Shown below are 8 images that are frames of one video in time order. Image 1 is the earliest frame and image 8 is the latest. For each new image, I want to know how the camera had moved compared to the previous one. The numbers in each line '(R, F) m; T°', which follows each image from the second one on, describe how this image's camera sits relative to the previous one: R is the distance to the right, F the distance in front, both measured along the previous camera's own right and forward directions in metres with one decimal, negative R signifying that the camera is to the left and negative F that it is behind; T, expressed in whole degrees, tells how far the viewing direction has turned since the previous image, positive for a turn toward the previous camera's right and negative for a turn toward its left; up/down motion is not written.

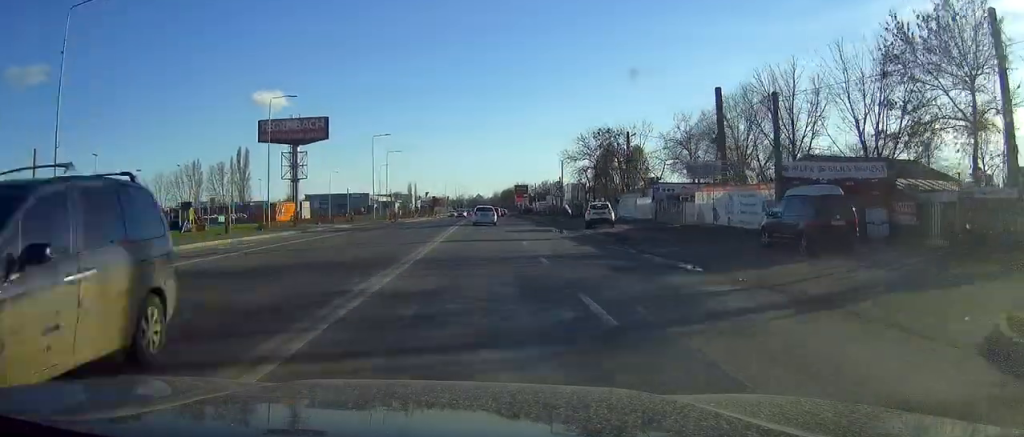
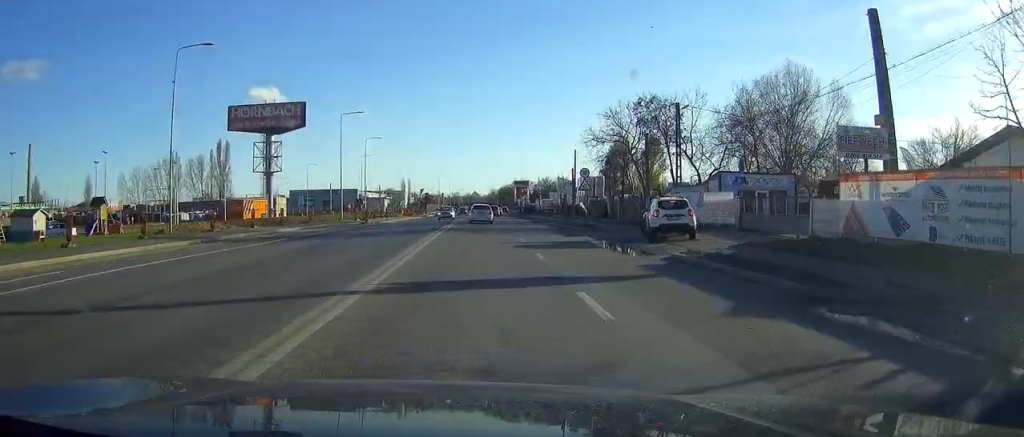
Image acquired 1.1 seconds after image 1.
(+0.1, +18.2) m; 0°
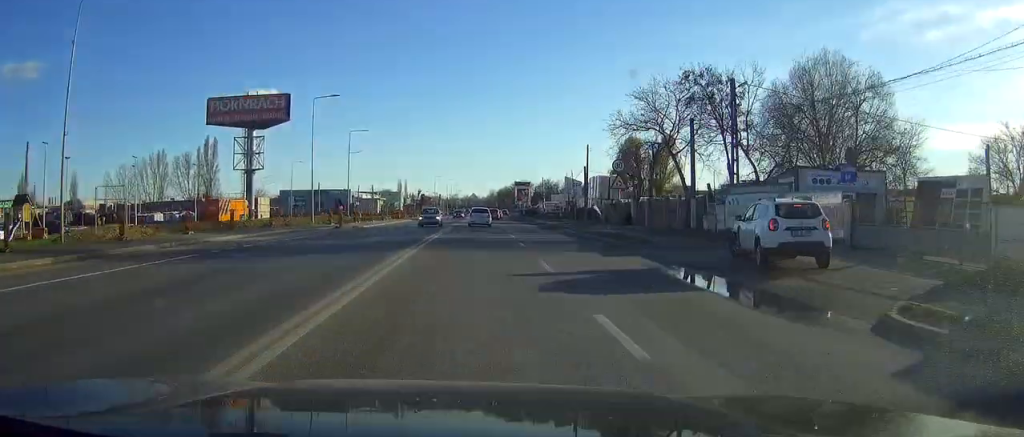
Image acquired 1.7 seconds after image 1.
(-0.1, +11.3) m; 0°
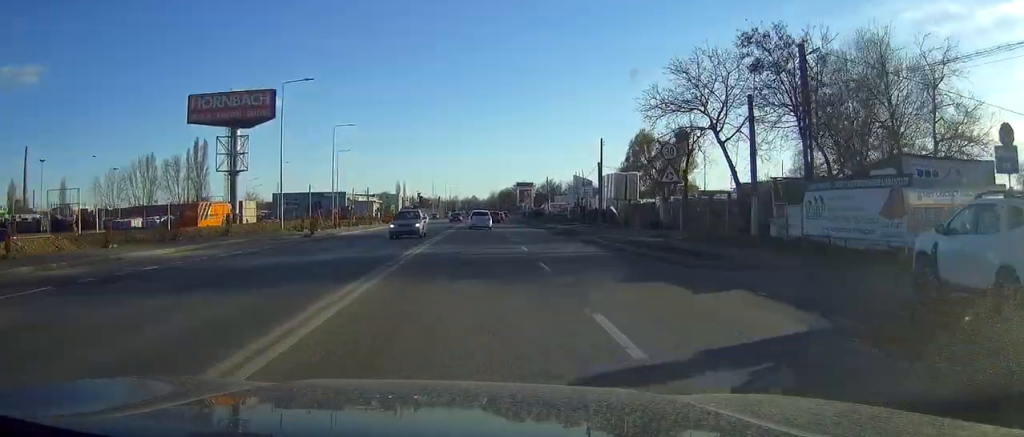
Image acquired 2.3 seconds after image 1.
(0.0, +9.0) m; 0°
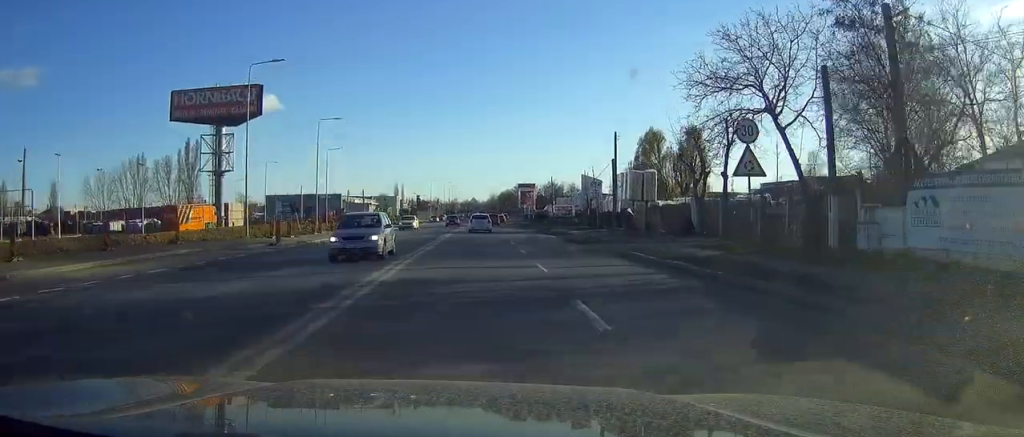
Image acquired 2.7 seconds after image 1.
(0.0, +7.4) m; 0°
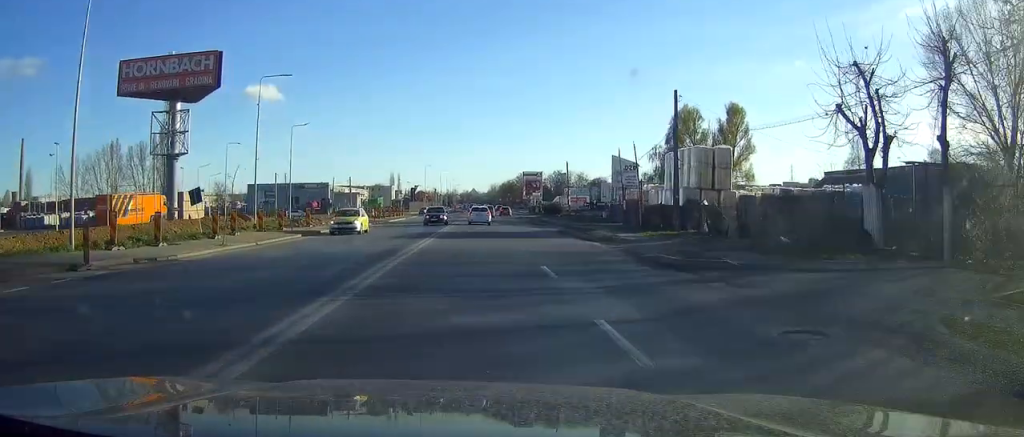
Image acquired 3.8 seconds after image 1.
(0.0, +19.1) m; 0°
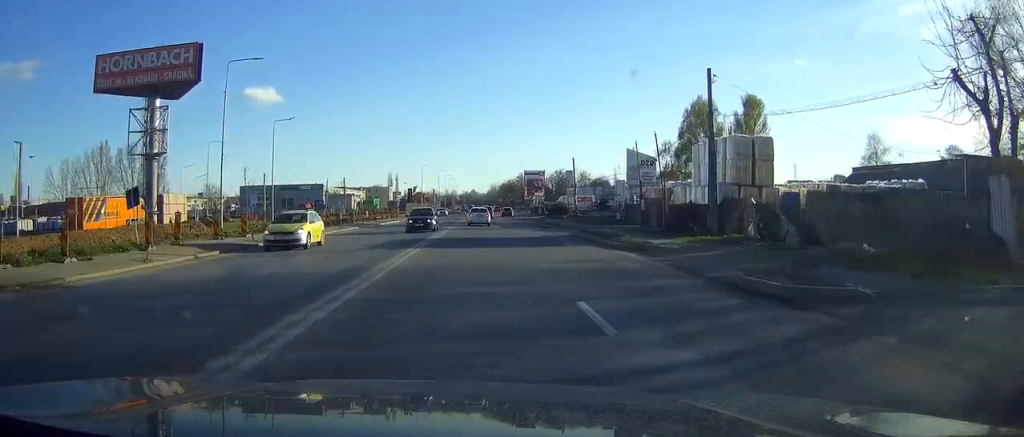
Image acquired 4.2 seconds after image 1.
(0.0, +6.7) m; 0°
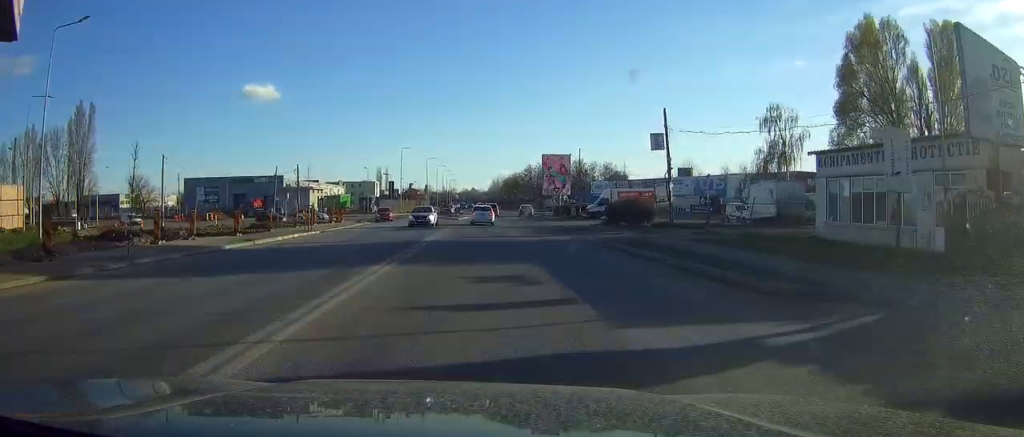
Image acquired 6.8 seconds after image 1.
(+0.1, +41.6) m; 0°
